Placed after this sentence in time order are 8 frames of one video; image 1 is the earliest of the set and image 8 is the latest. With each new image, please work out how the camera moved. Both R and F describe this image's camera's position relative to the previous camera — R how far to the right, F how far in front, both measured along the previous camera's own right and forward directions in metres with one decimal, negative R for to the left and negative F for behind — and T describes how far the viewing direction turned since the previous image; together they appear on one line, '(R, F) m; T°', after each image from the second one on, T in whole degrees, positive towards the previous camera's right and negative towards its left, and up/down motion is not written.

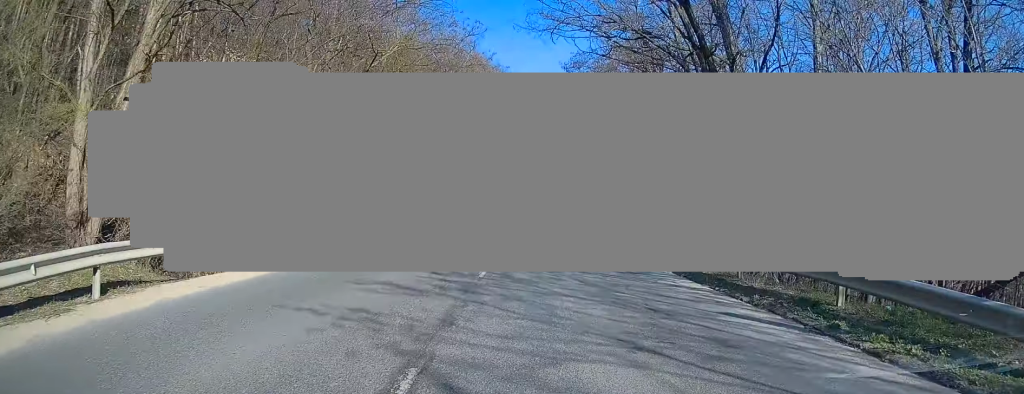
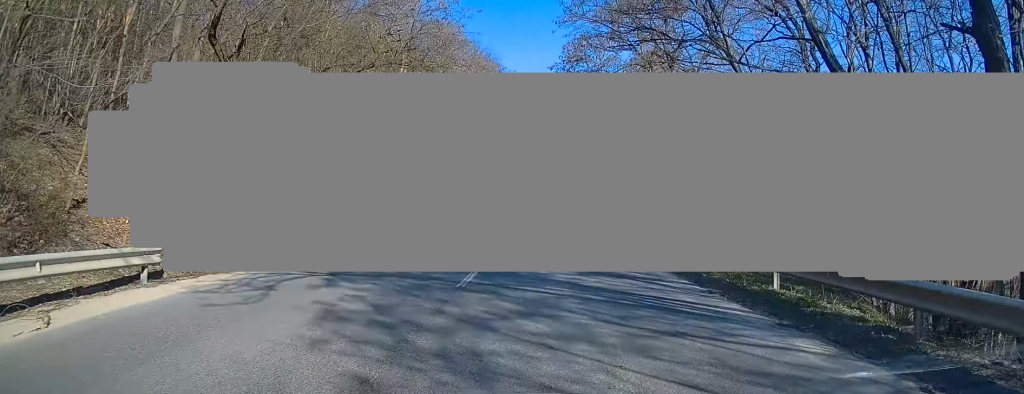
(-0.1, +10.2) m; +2°
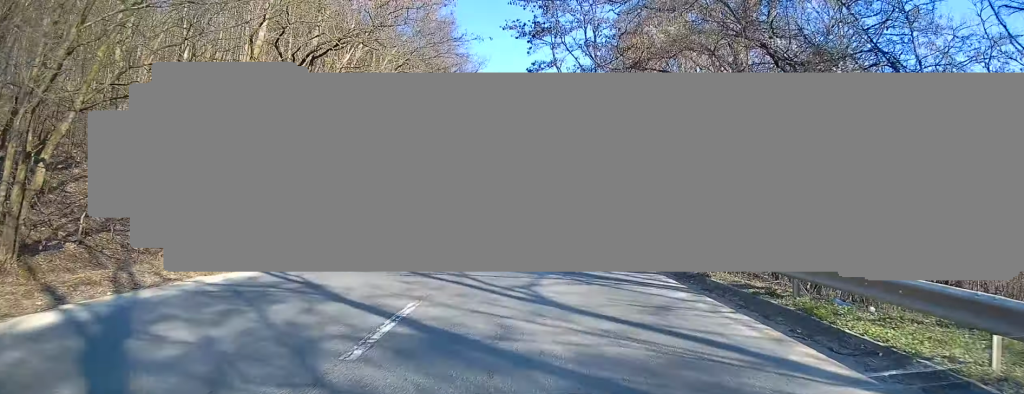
(+0.5, +13.8) m; +2°
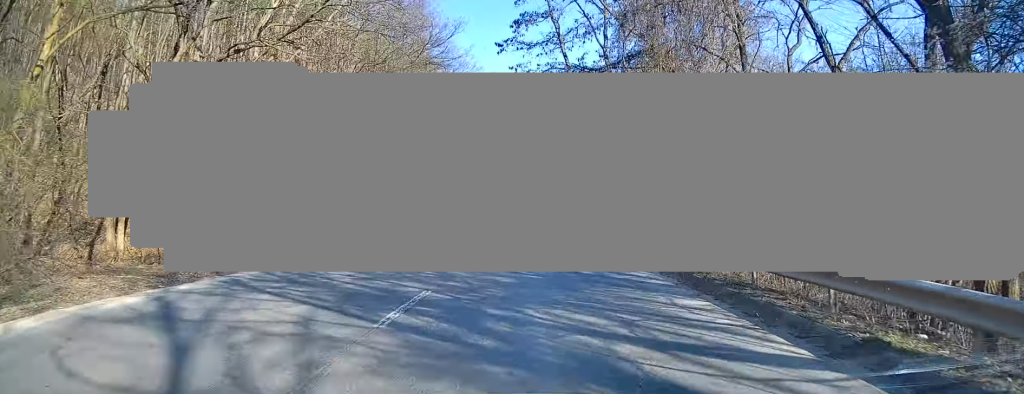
(+0.1, +7.9) m; +1°
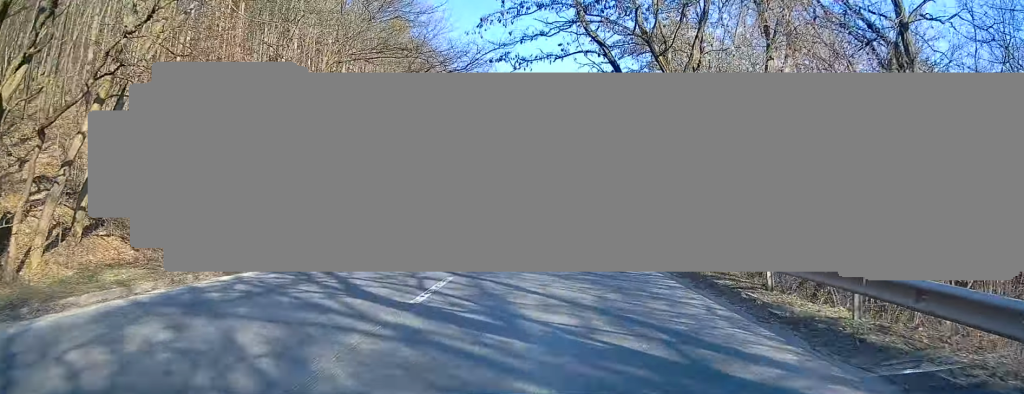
(0.0, +7.3) m; +1°
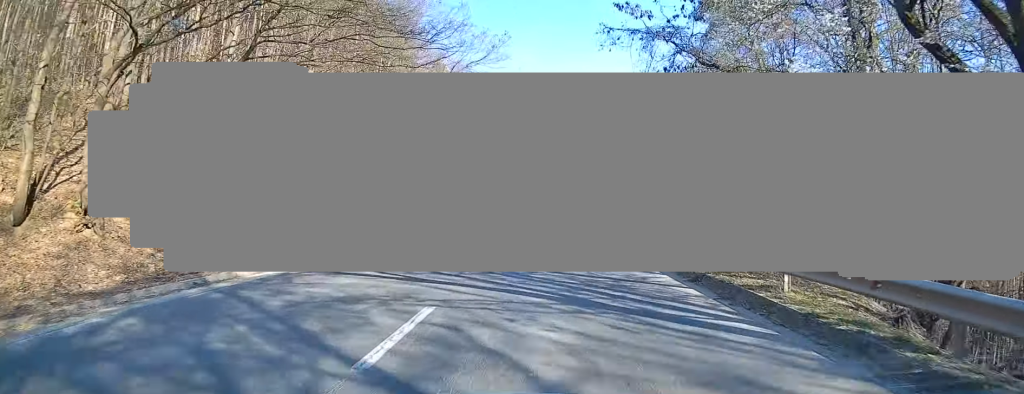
(+0.1, +12.2) m; +1°
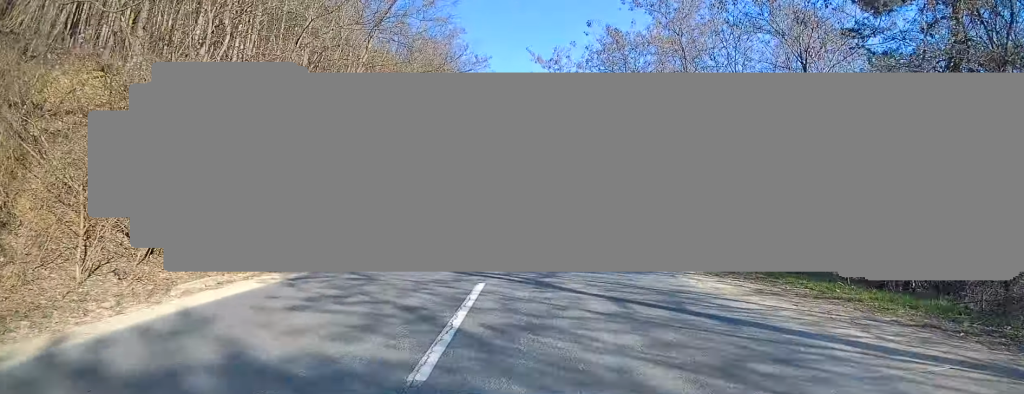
(0.0, +62.2) m; 0°
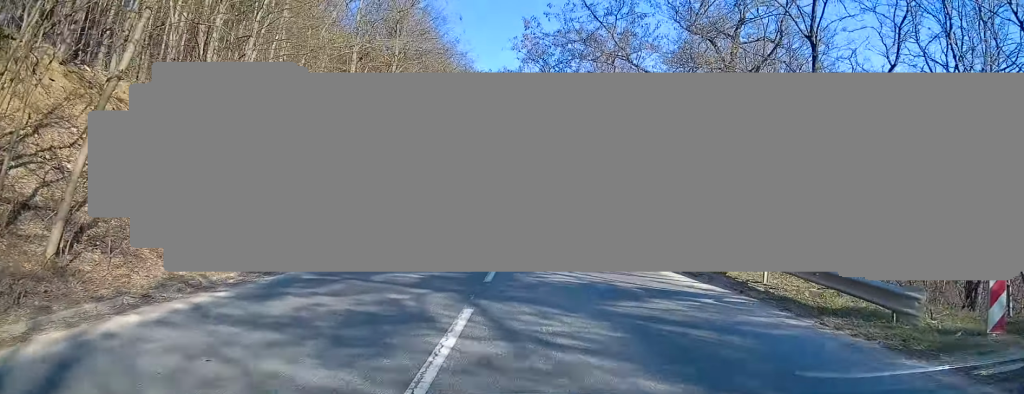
(+0.2, +11.7) m; +1°
